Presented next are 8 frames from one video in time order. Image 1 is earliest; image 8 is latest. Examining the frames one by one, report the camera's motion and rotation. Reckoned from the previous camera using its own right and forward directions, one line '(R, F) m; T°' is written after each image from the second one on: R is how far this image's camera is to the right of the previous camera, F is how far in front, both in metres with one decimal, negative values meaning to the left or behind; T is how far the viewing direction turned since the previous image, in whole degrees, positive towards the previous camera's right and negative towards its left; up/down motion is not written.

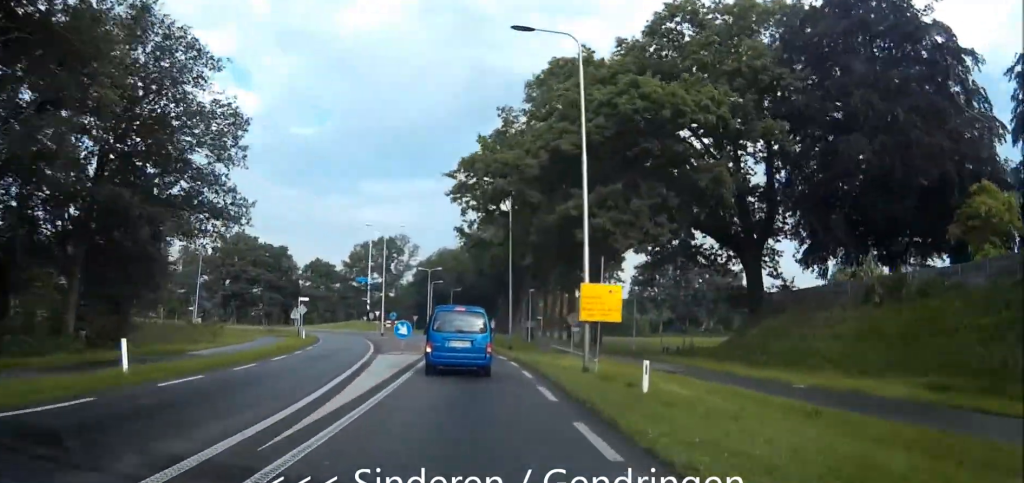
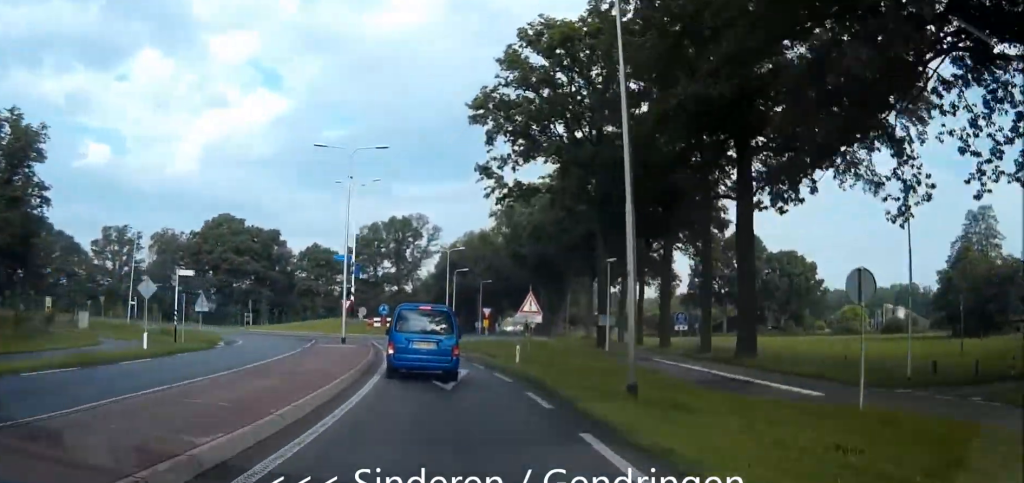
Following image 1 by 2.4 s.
(-0.4, +29.4) m; -4°
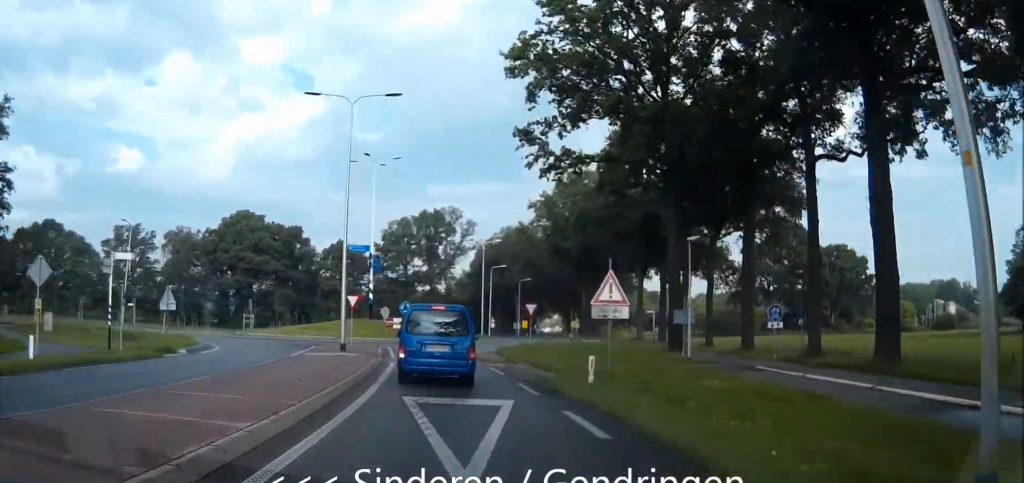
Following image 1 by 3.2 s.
(-0.3, +8.3) m; -1°
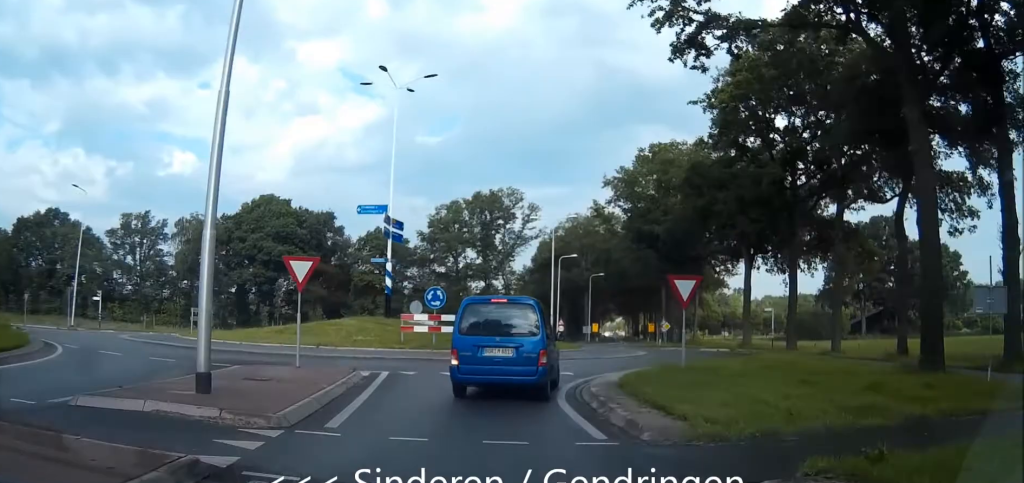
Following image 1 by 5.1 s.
(-0.6, +18.0) m; +2°
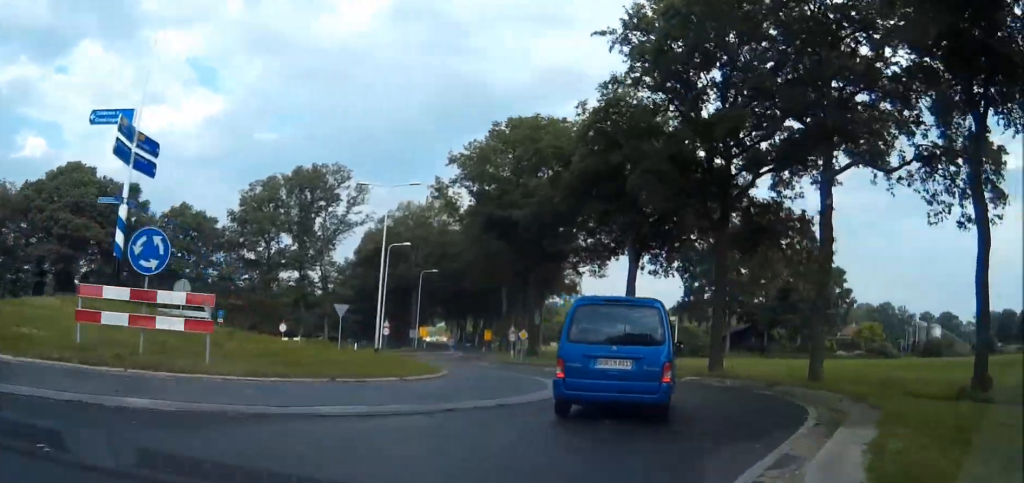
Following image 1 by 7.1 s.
(+1.1, +16.5) m; +10°
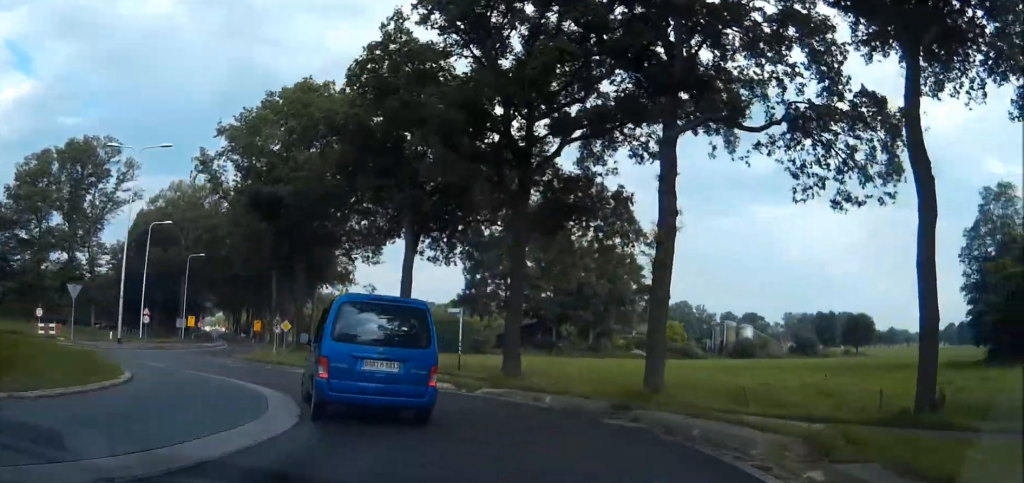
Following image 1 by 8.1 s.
(+1.6, +7.7) m; 0°
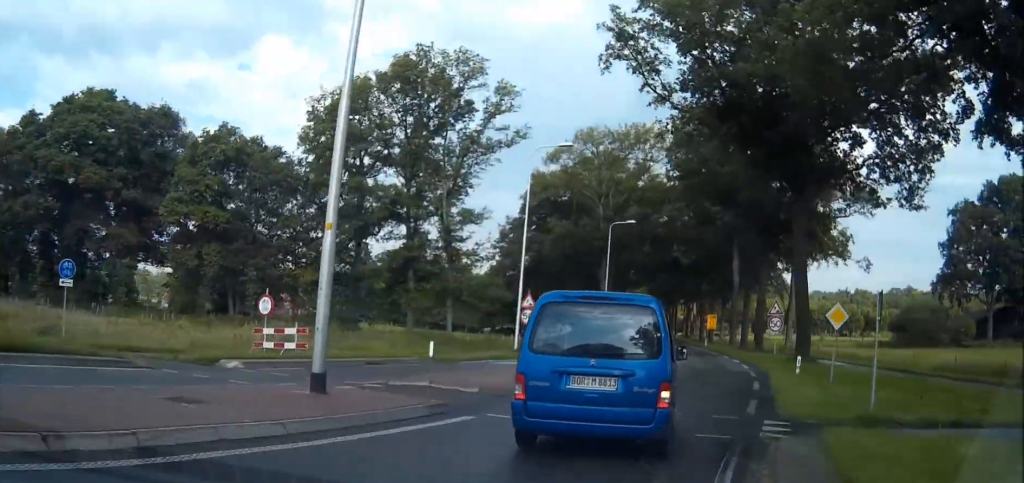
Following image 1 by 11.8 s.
(-3.7, +29.3) m; -5°
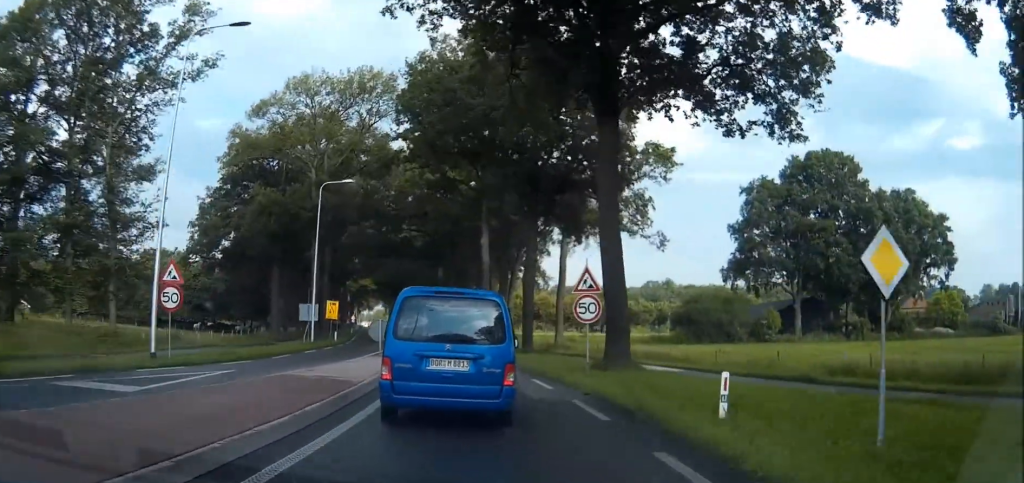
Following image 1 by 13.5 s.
(+0.8, +14.9) m; +5°
